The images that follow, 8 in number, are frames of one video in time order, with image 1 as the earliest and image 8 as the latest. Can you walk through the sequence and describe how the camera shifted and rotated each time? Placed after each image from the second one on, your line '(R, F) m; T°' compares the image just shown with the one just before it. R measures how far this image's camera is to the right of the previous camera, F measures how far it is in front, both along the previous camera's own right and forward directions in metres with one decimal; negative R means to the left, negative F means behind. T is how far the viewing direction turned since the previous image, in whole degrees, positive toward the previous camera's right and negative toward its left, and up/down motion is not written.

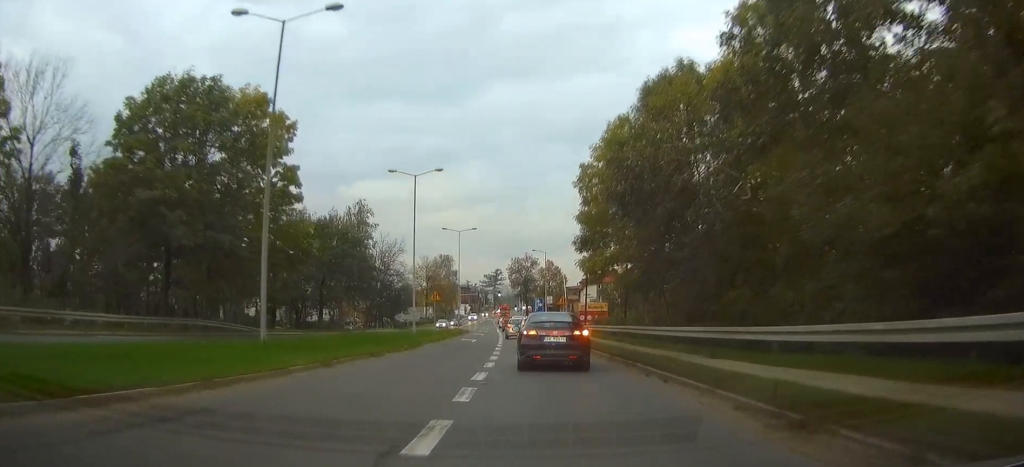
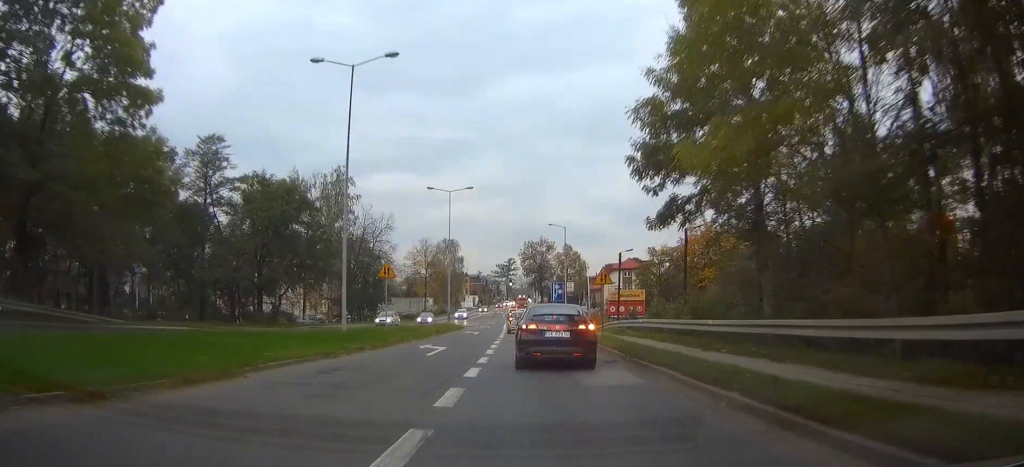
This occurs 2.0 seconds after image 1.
(-0.1, +21.3) m; -1°
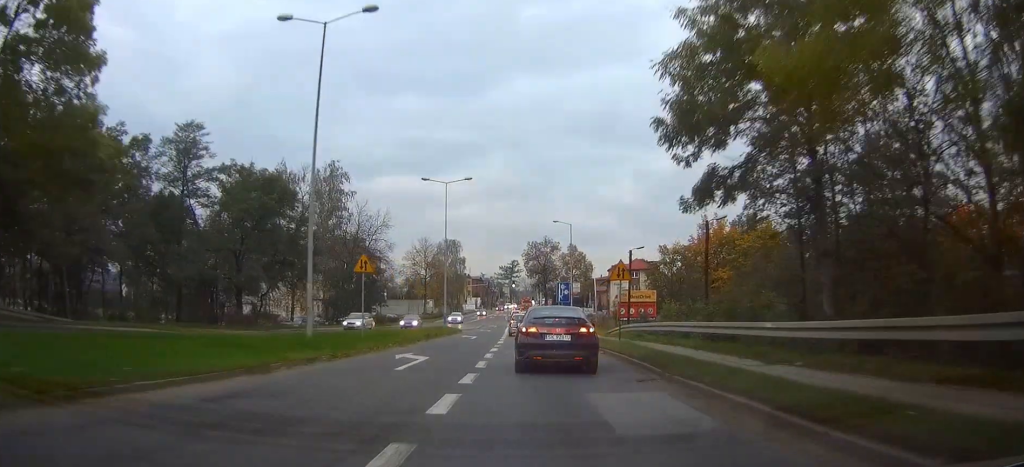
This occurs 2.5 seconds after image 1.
(0.0, +4.8) m; 0°
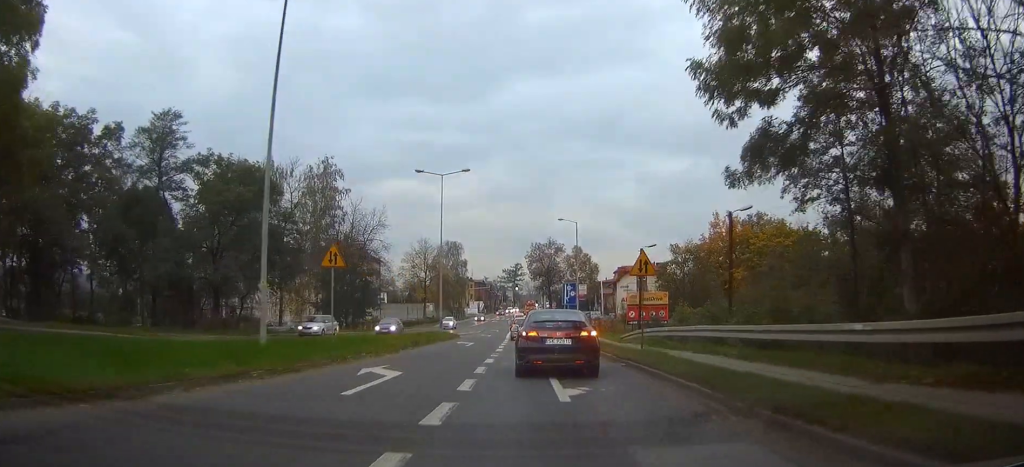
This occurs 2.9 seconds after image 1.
(0.0, +4.5) m; 0°
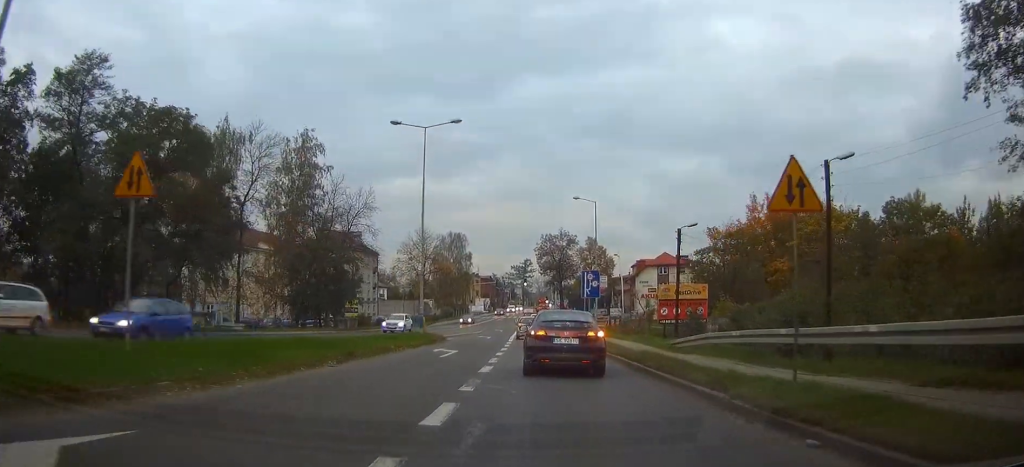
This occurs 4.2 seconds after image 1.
(0.0, +12.5) m; 0°
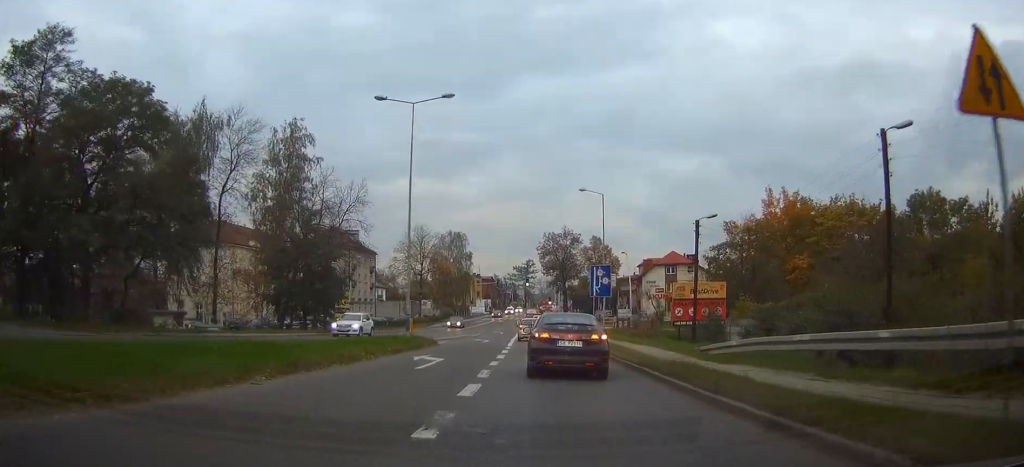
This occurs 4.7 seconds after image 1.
(0.0, +4.8) m; 0°
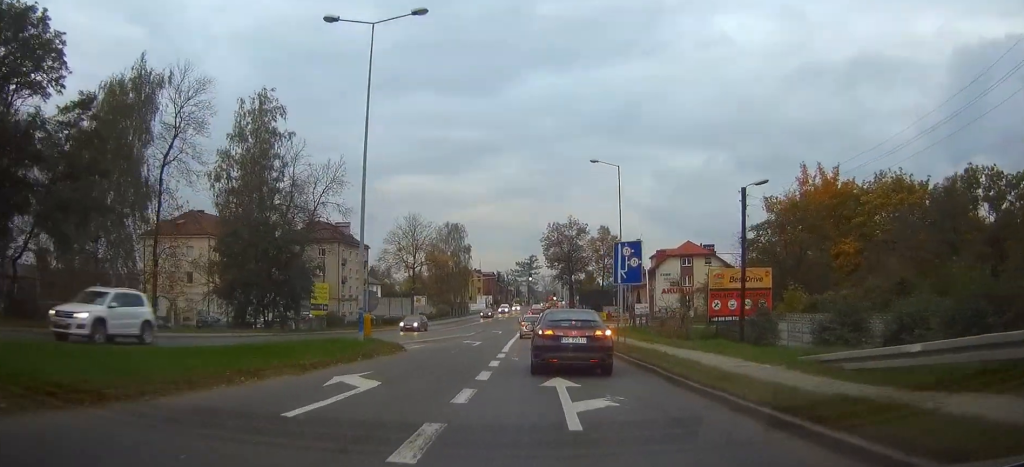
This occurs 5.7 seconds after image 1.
(-0.1, +9.4) m; -1°
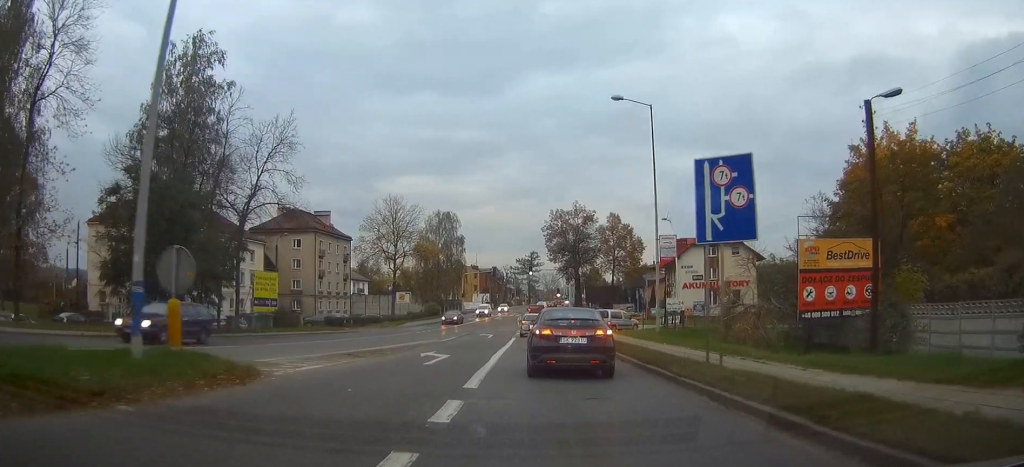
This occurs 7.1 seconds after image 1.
(0.0, +13.5) m; +1°
